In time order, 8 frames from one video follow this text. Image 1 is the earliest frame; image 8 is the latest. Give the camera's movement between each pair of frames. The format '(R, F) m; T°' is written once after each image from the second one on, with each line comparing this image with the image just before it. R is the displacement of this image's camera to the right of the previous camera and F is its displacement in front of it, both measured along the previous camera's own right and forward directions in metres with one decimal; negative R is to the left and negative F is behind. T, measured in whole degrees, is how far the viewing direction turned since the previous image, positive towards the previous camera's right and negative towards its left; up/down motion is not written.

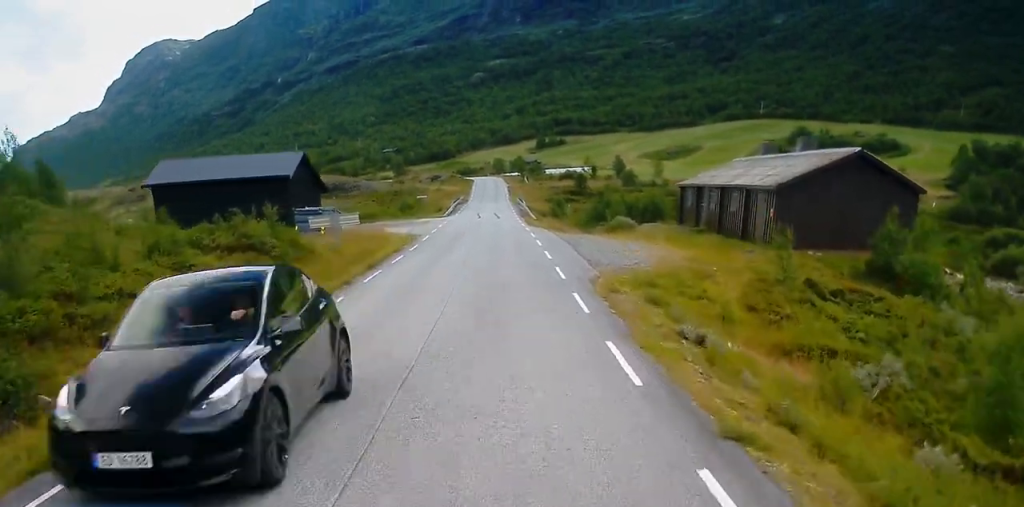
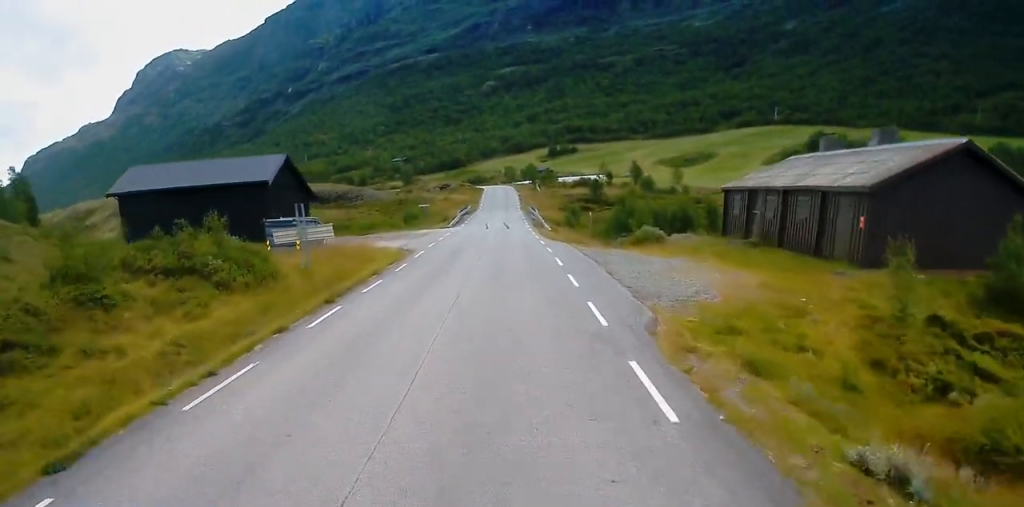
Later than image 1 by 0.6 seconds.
(0.0, +7.6) m; 0°
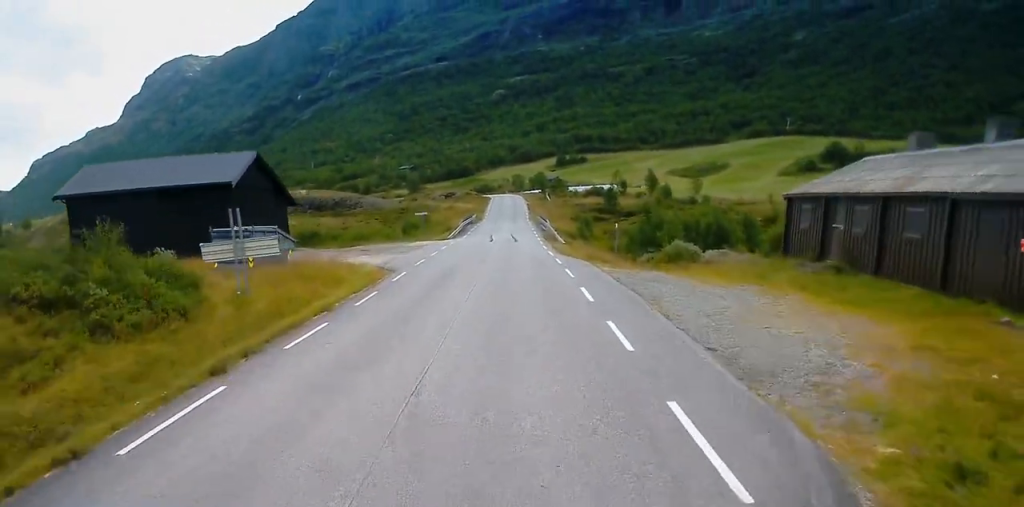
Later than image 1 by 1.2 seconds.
(0.0, +8.1) m; -1°
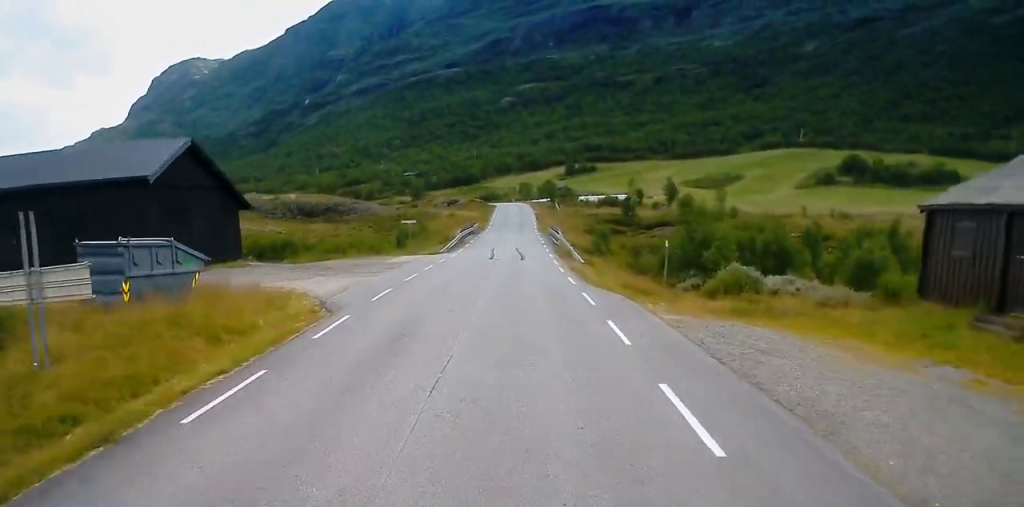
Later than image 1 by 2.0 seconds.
(-0.1, +10.7) m; -1°
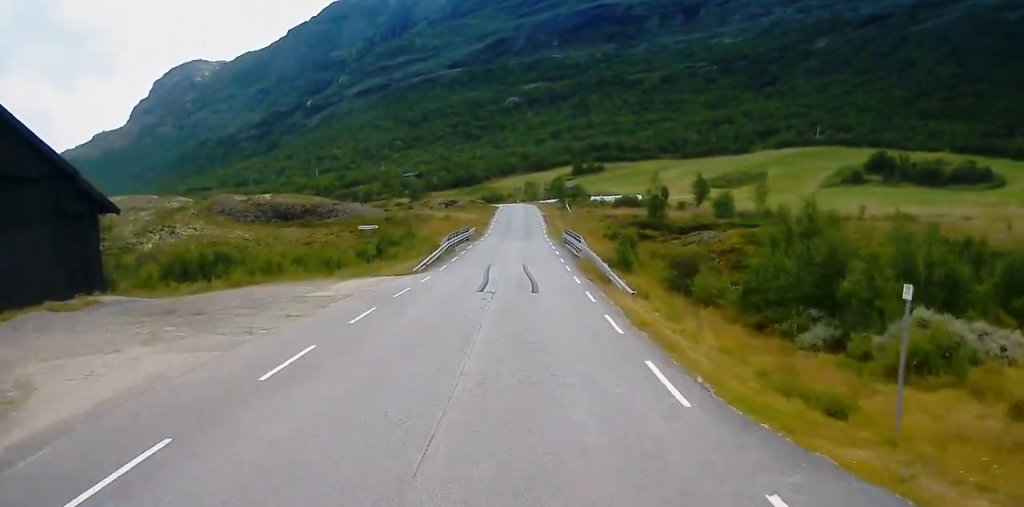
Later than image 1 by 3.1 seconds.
(-0.1, +15.9) m; +1°
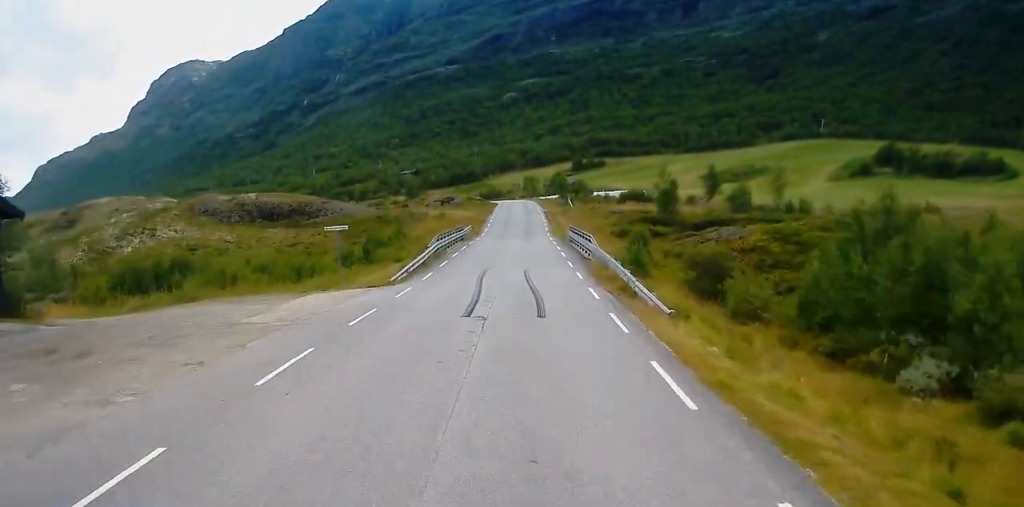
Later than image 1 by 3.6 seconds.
(+0.1, +6.3) m; +1°
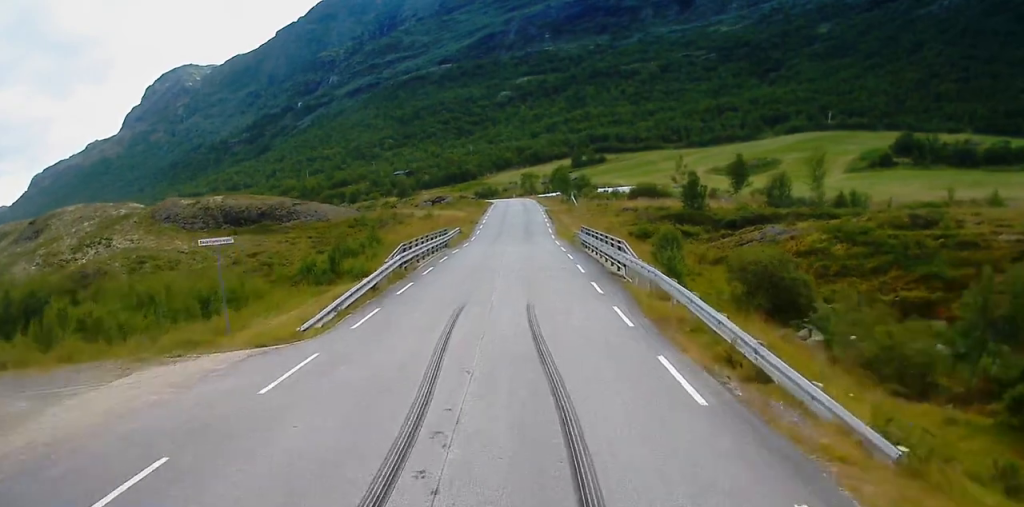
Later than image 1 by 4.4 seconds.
(0.0, +12.2) m; 0°
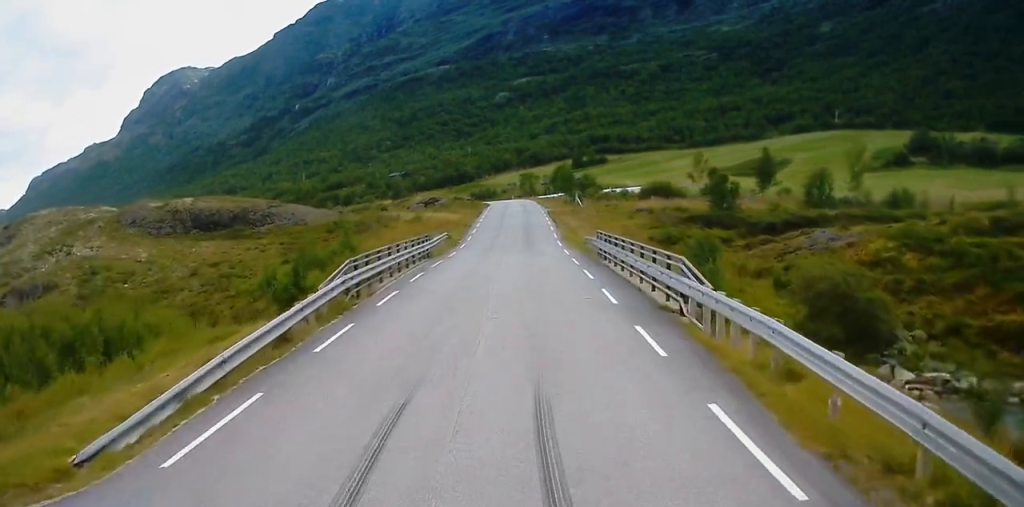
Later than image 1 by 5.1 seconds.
(0.0, +9.2) m; 0°
